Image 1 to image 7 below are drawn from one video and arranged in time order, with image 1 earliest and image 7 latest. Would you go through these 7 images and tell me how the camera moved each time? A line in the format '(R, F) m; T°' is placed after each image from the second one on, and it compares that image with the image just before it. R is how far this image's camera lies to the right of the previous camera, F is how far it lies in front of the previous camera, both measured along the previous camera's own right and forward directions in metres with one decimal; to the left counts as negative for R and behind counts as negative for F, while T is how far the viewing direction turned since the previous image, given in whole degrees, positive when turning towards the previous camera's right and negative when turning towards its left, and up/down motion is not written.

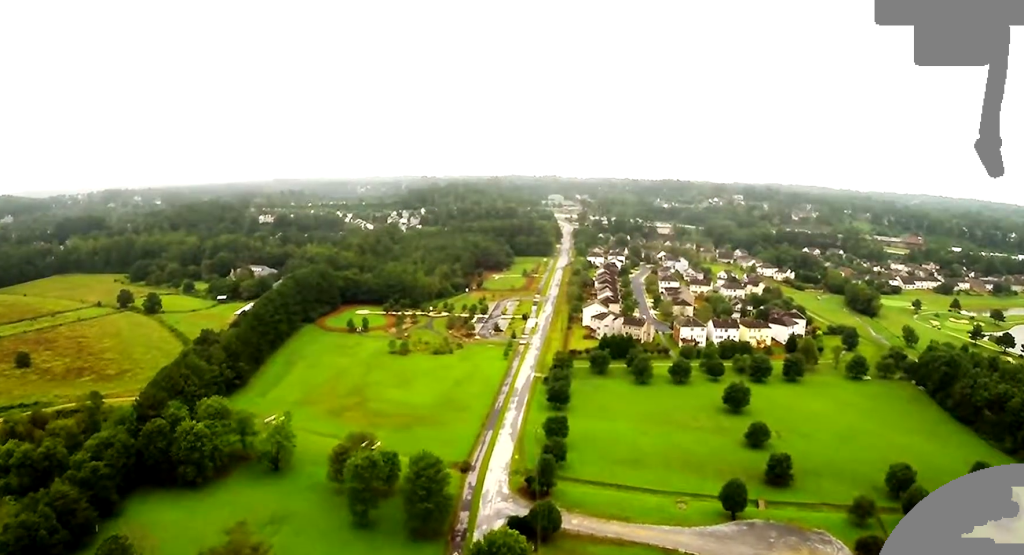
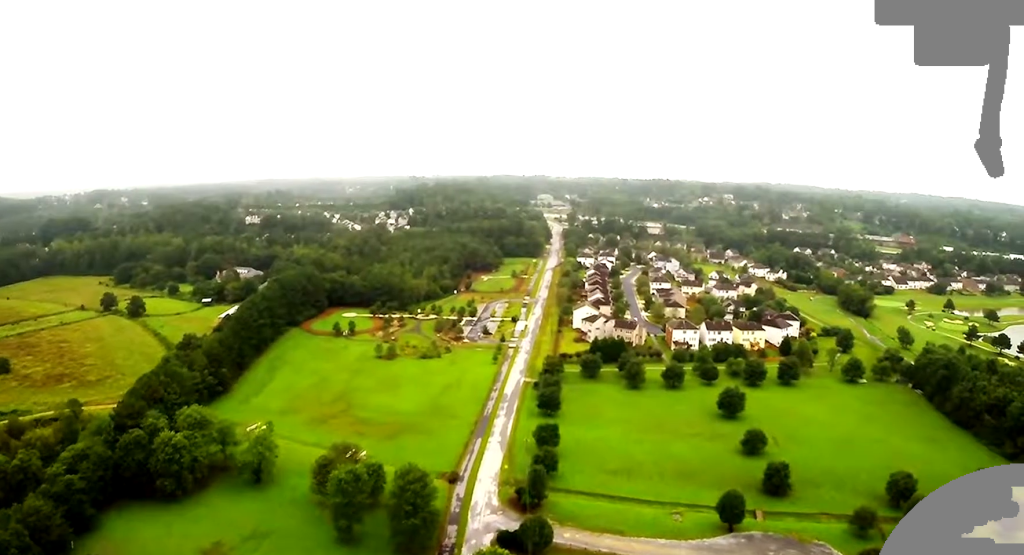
(+0.1, +6.7) m; 0°
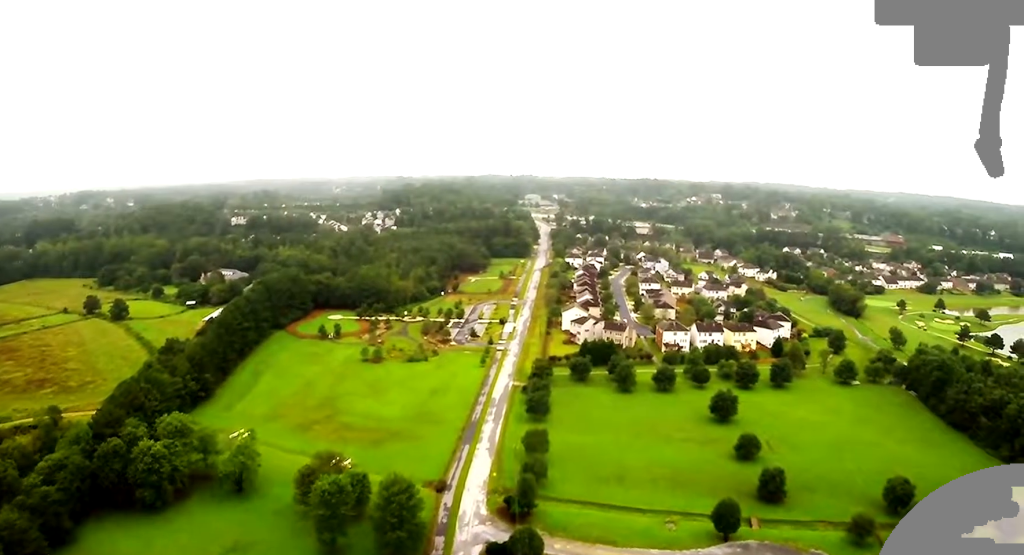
(0.0, +5.0) m; -1°
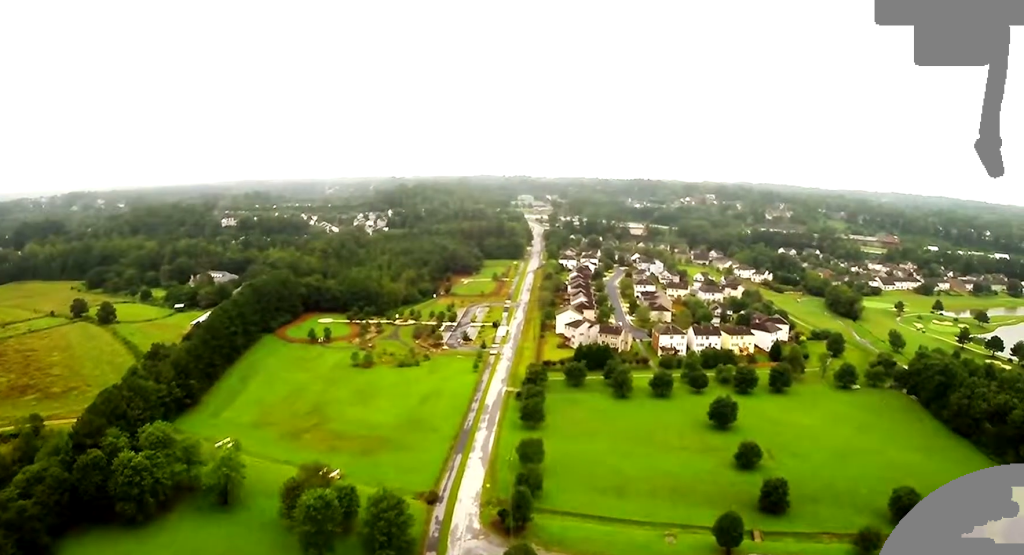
(-0.1, +6.3) m; -1°
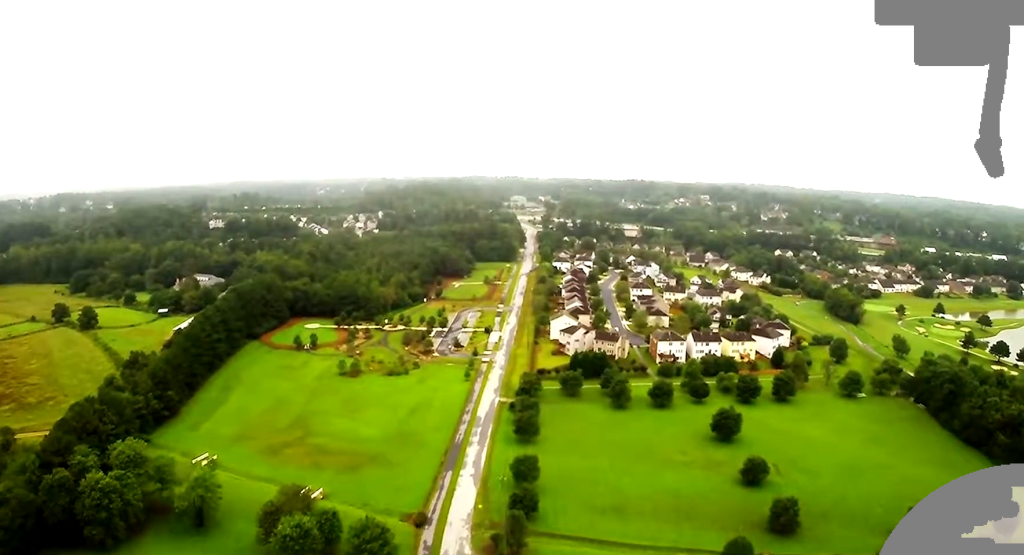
(-0.1, +10.8) m; -1°
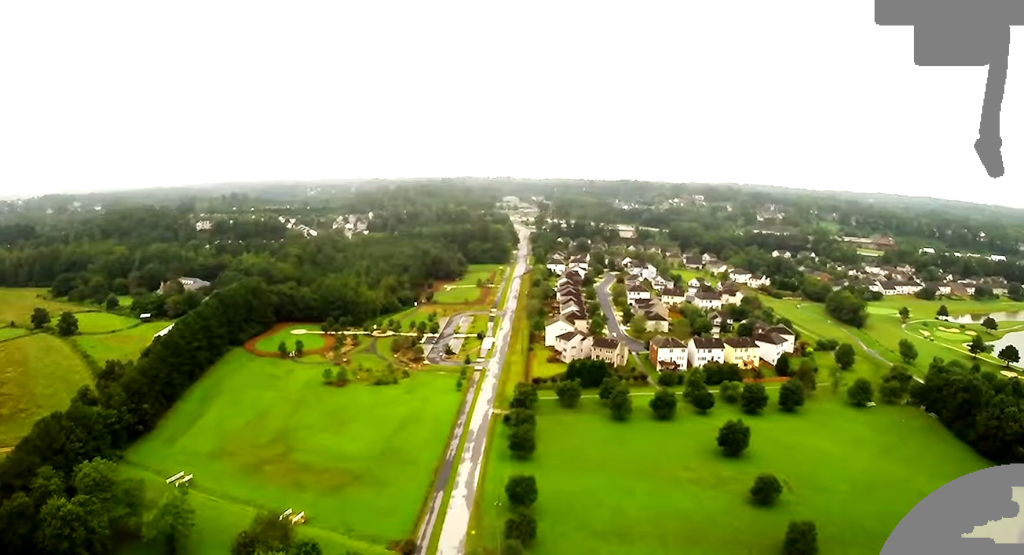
(-0.3, +12.5) m; 0°
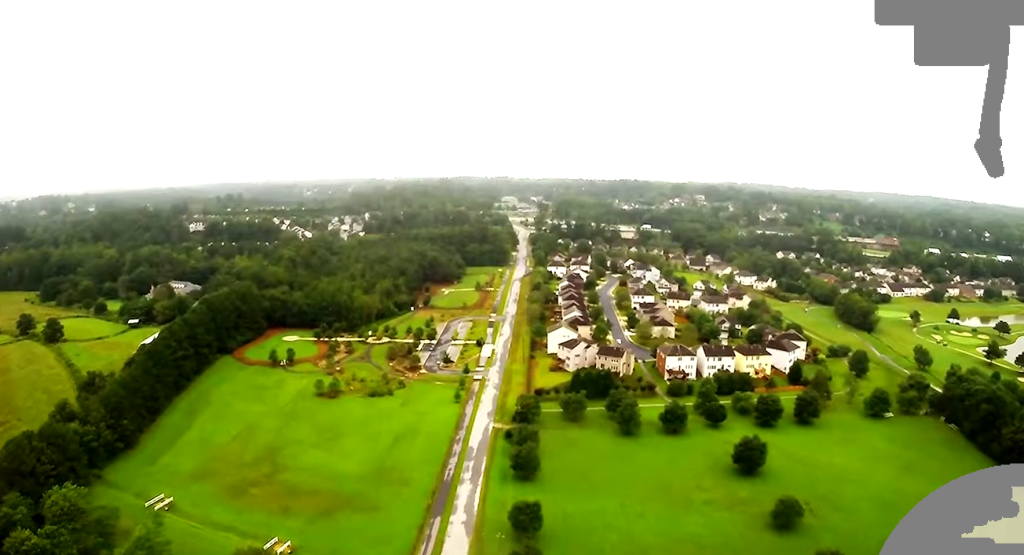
(+0.4, +12.9) m; +1°
